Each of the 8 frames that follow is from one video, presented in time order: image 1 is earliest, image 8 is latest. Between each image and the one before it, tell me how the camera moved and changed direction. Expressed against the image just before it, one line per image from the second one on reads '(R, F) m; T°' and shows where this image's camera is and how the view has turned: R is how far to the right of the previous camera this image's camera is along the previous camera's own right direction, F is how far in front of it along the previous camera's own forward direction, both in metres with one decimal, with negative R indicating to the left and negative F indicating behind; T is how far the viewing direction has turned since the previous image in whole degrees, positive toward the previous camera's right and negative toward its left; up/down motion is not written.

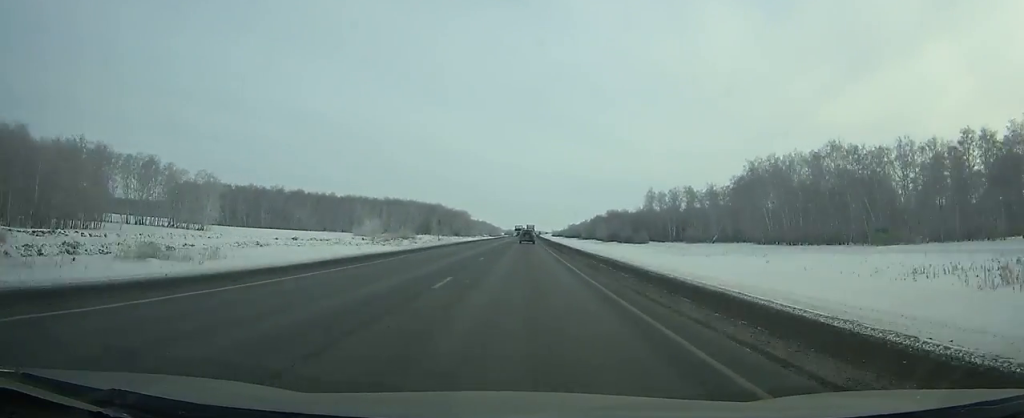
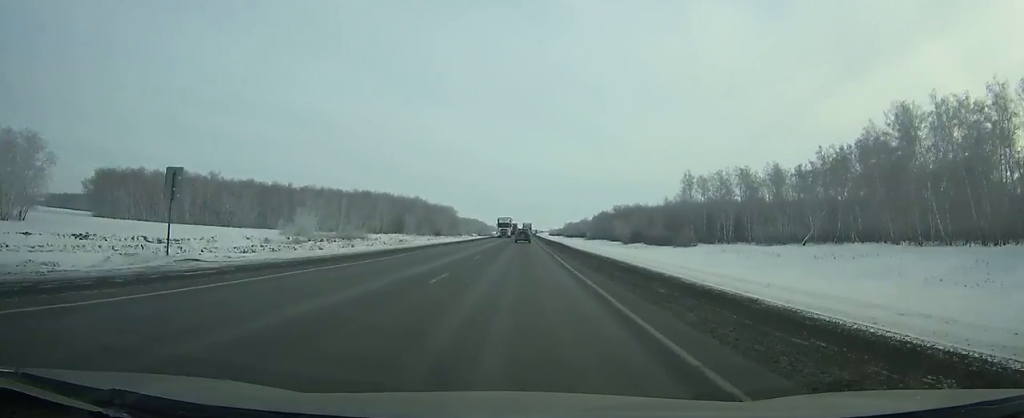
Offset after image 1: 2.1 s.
(+0.3, +57.8) m; 0°
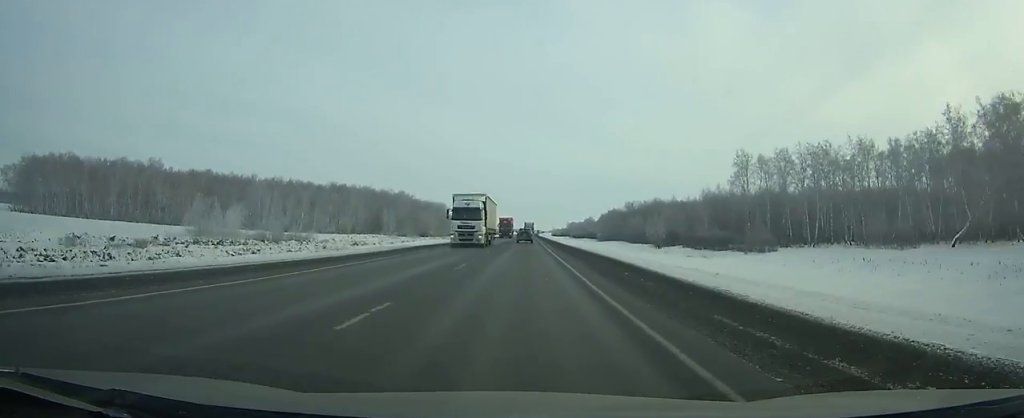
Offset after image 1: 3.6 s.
(+0.1, +41.6) m; 0°
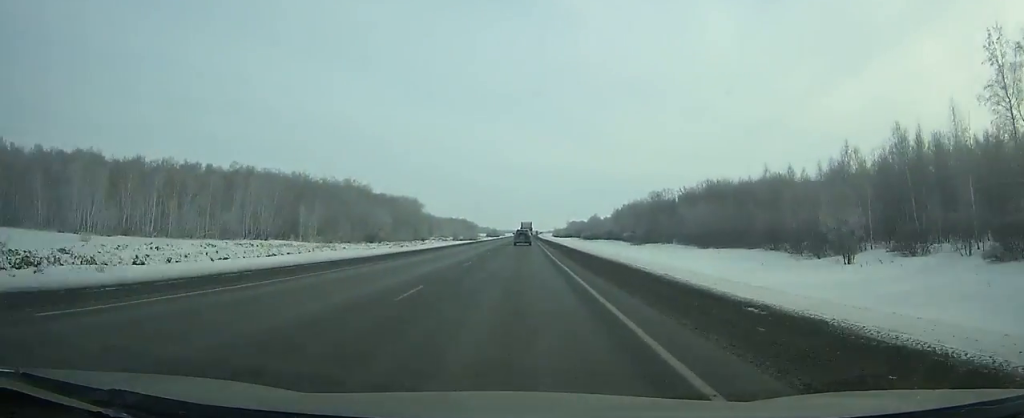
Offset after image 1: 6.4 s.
(+0.3, +78.4) m; 0°
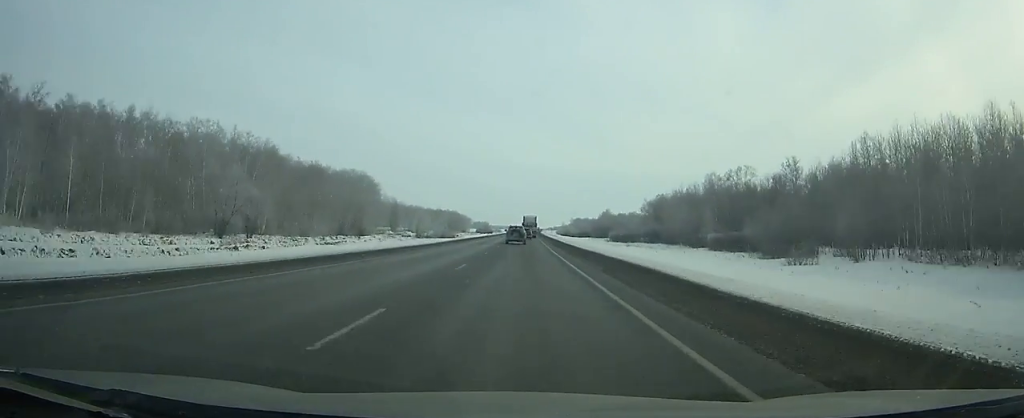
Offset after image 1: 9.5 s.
(0.0, +85.9) m; 0°
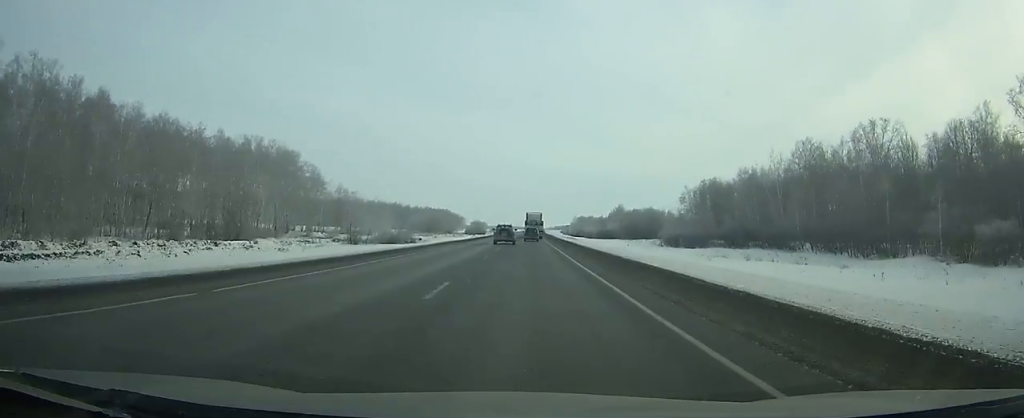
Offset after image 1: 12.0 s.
(+0.1, +67.0) m; 0°
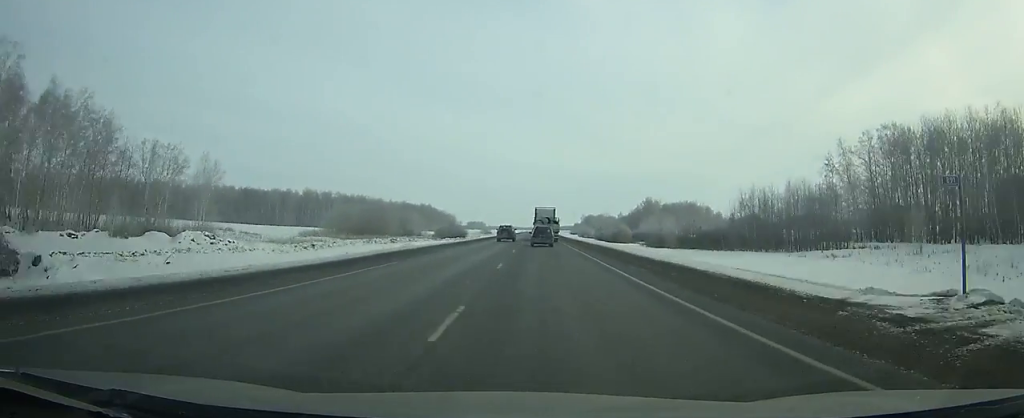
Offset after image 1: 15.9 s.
(0.0, +99.5) m; 0°
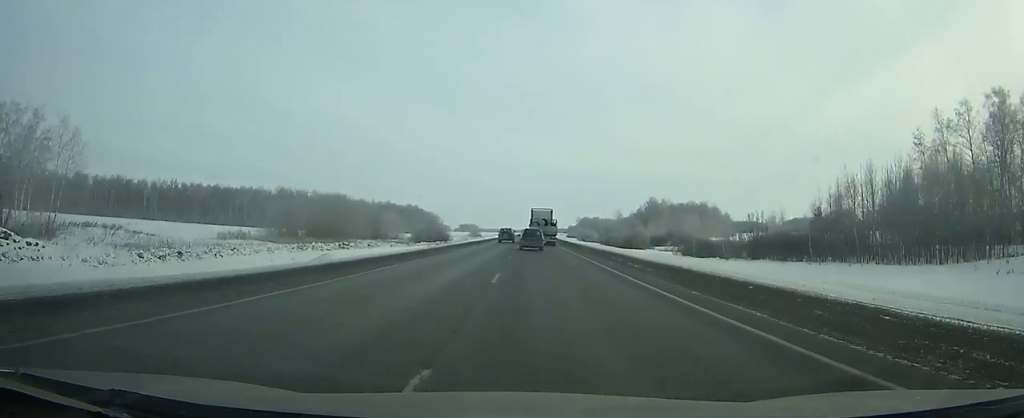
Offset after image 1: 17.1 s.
(+0.1, +28.3) m; 0°
